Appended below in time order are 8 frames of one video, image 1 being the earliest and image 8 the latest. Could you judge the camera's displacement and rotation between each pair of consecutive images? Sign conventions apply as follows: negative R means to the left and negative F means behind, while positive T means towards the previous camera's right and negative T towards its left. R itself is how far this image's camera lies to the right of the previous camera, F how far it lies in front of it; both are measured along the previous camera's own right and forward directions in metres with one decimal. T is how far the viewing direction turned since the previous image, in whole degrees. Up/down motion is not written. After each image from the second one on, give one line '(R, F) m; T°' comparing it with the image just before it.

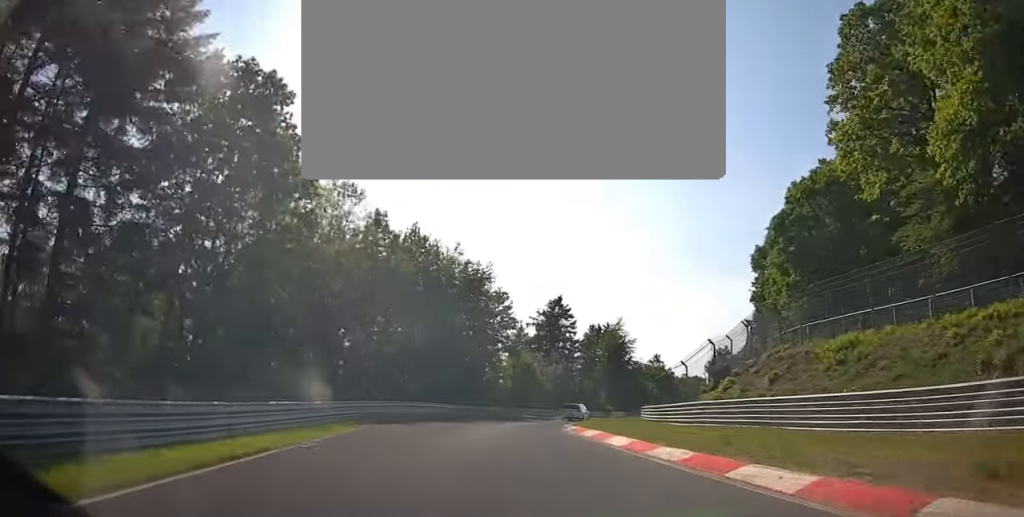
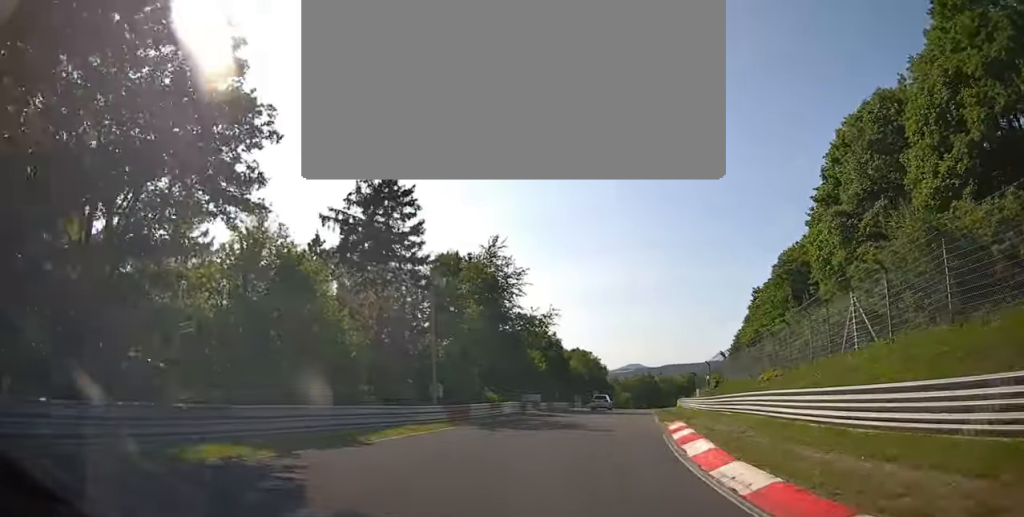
(+3.6, +46.5) m; +13°
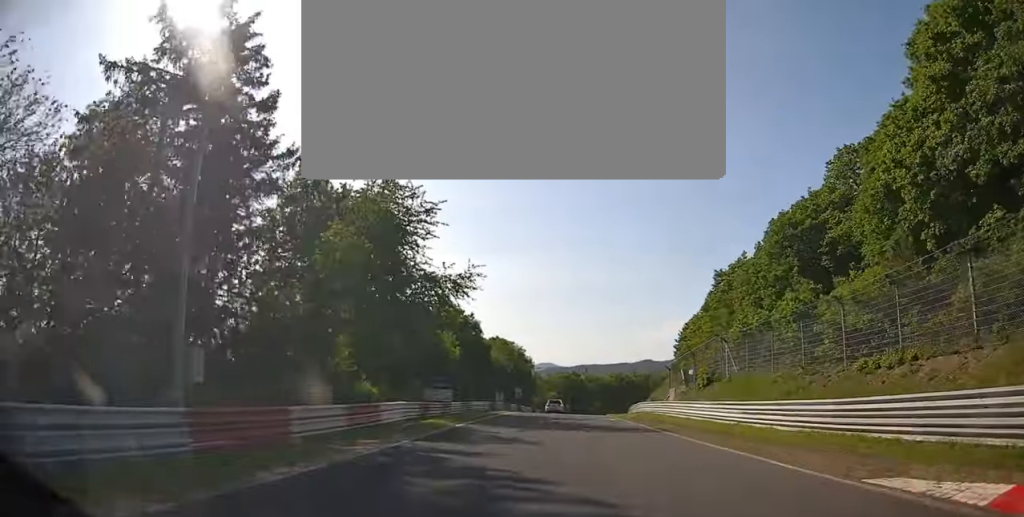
(+1.2, +19.1) m; +8°
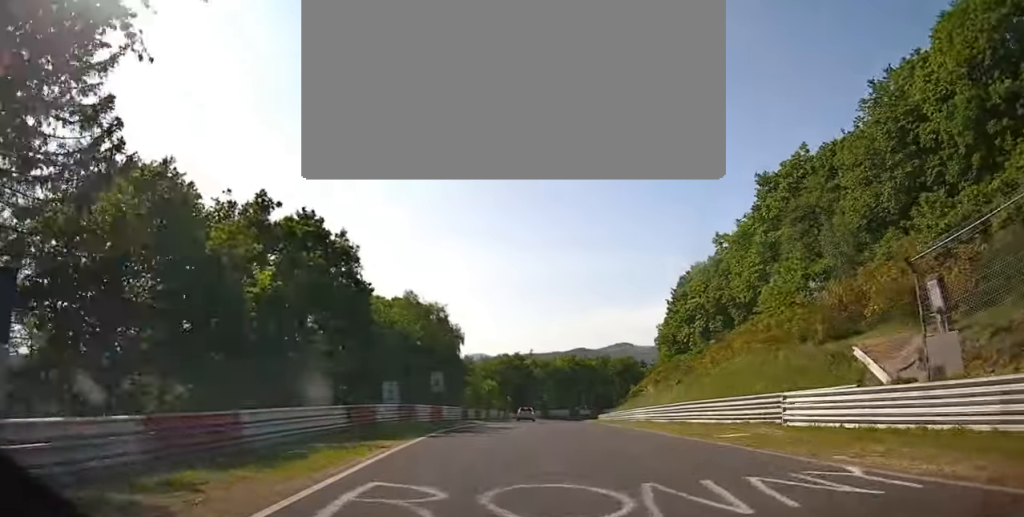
(+3.6, +35.0) m; +11°
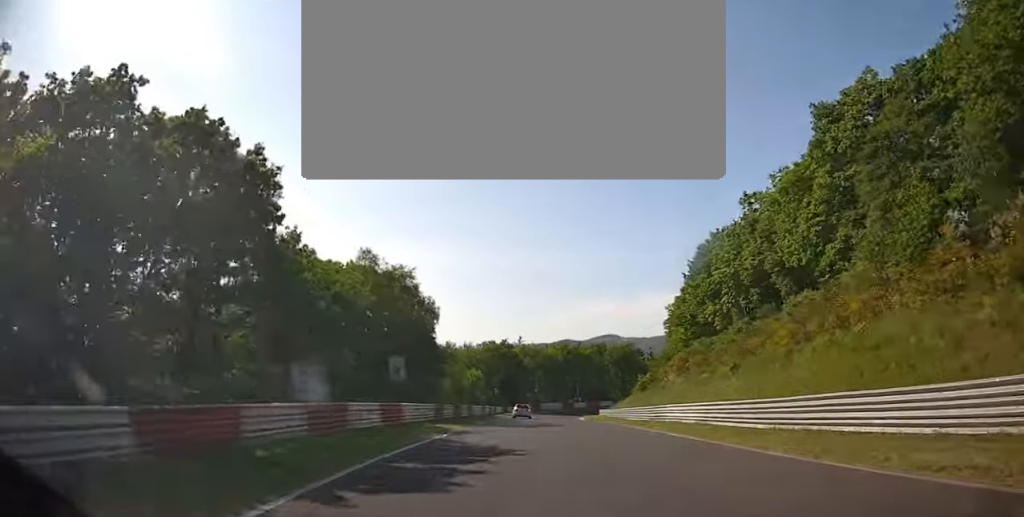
(+0.9, +12.9) m; +2°
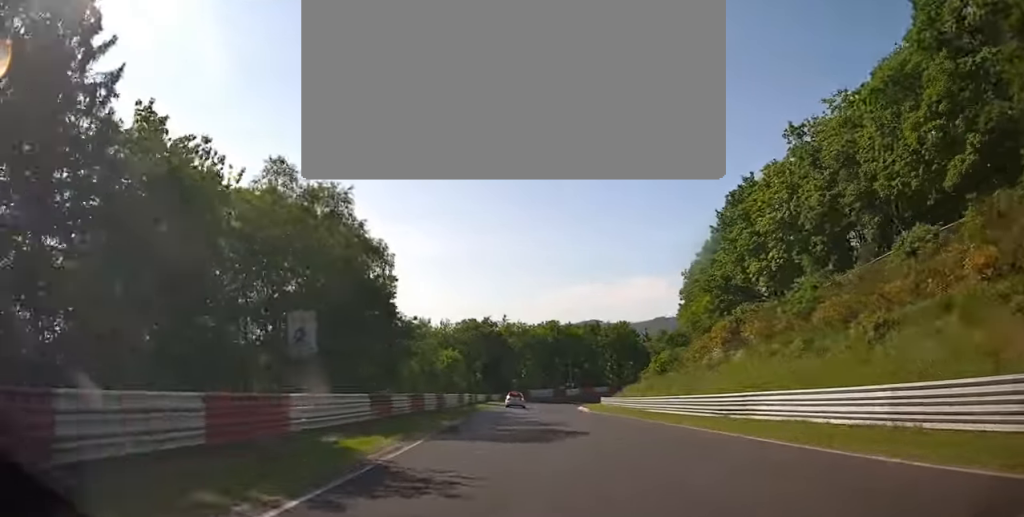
(+0.5, +14.3) m; +2°
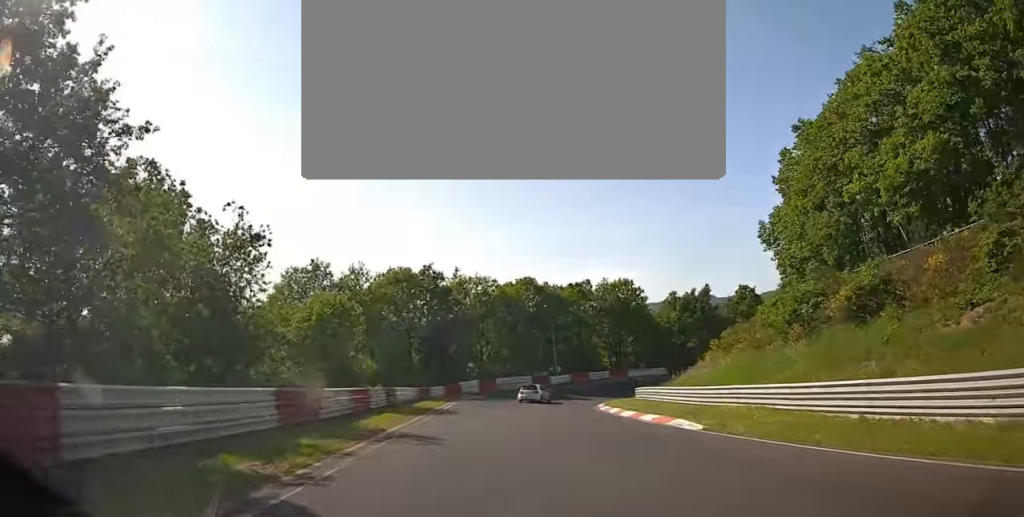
(+1.1, +35.9) m; +6°
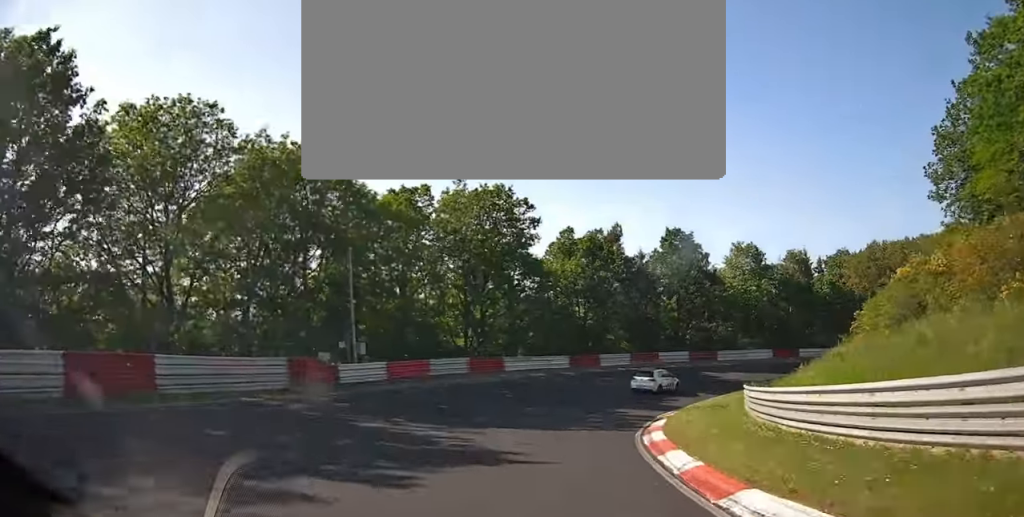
(+5.7, +41.8) m; +21°
